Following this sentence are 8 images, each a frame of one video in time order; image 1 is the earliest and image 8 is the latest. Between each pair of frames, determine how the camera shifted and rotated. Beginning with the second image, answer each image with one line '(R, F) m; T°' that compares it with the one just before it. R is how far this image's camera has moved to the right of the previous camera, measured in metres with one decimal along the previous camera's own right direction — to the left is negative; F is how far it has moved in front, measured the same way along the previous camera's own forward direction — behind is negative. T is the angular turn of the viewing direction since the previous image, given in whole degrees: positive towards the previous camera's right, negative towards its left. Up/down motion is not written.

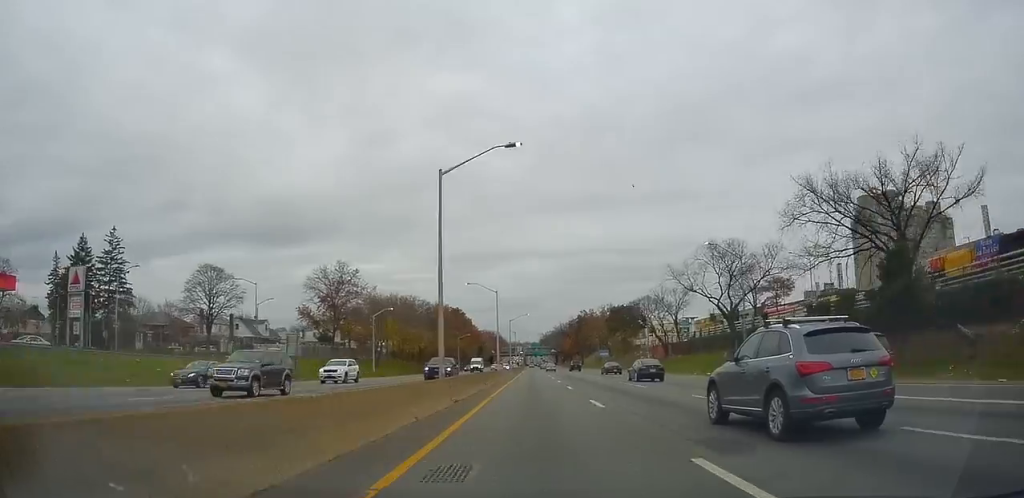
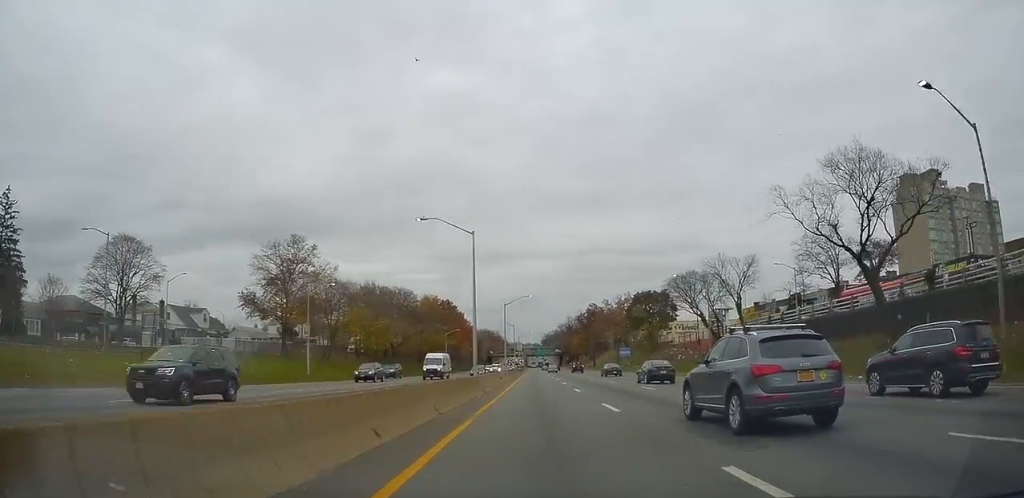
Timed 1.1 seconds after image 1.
(0.0, +25.7) m; 0°
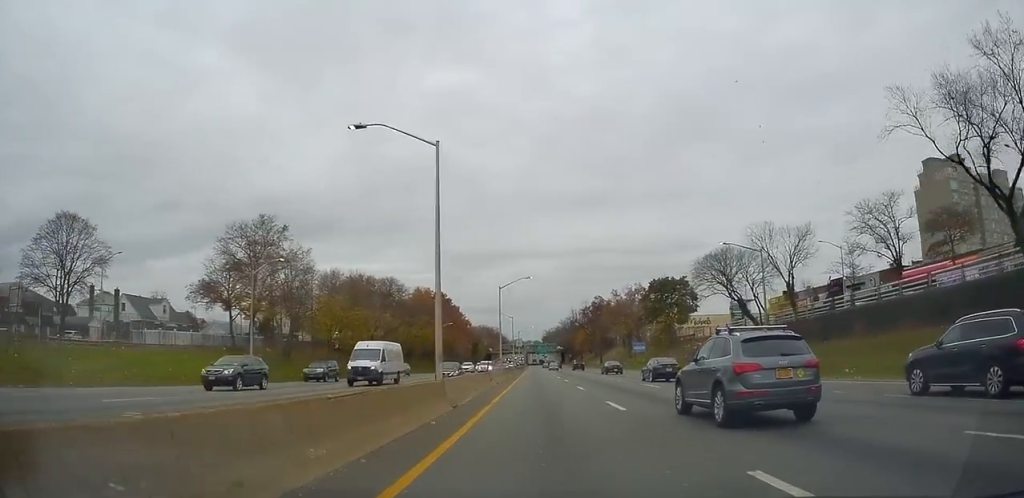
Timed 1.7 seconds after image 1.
(0.0, +12.6) m; 0°
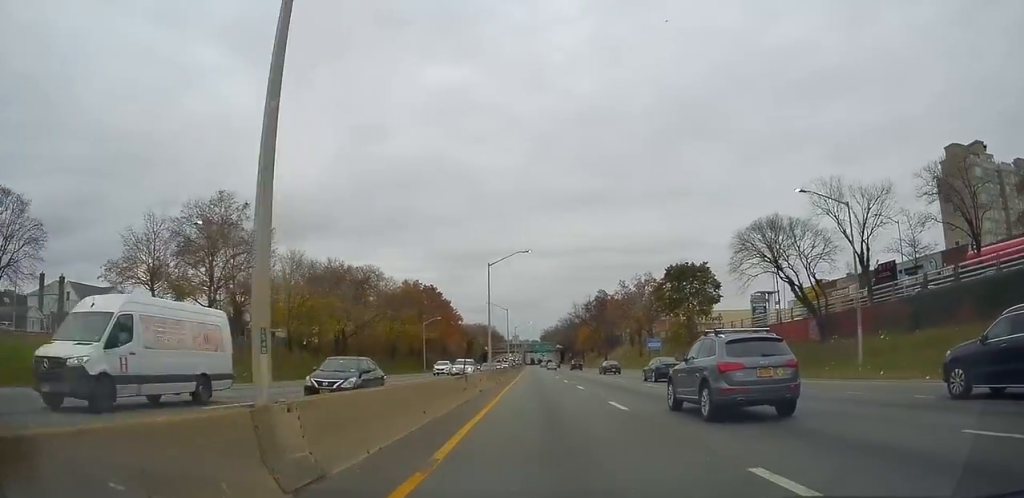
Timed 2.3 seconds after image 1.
(0.0, +12.1) m; 0°
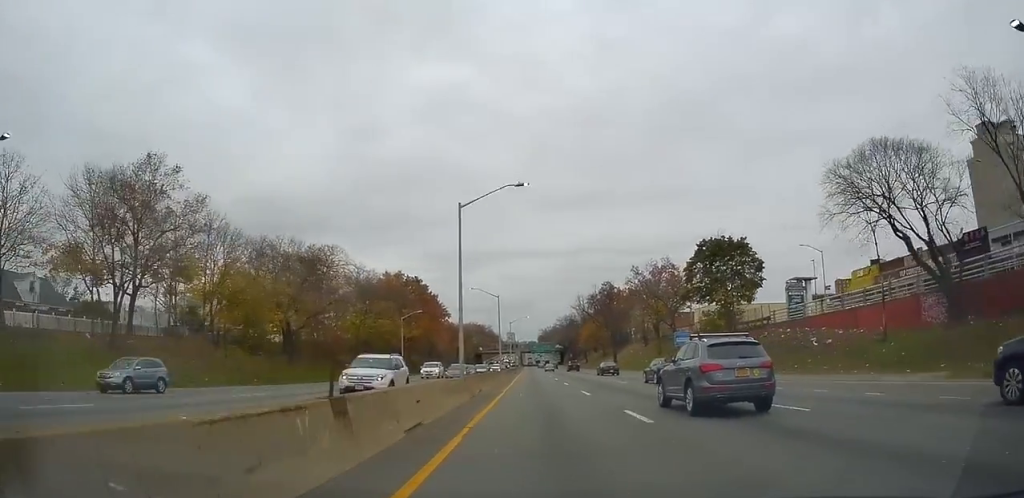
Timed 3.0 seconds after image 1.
(-0.1, +15.7) m; +1°
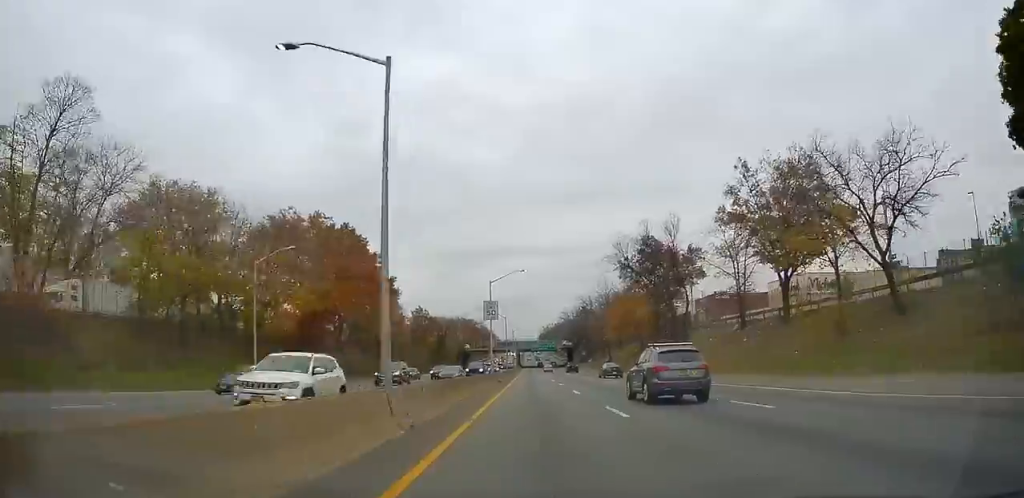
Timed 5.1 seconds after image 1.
(+0.3, +46.8) m; -1°
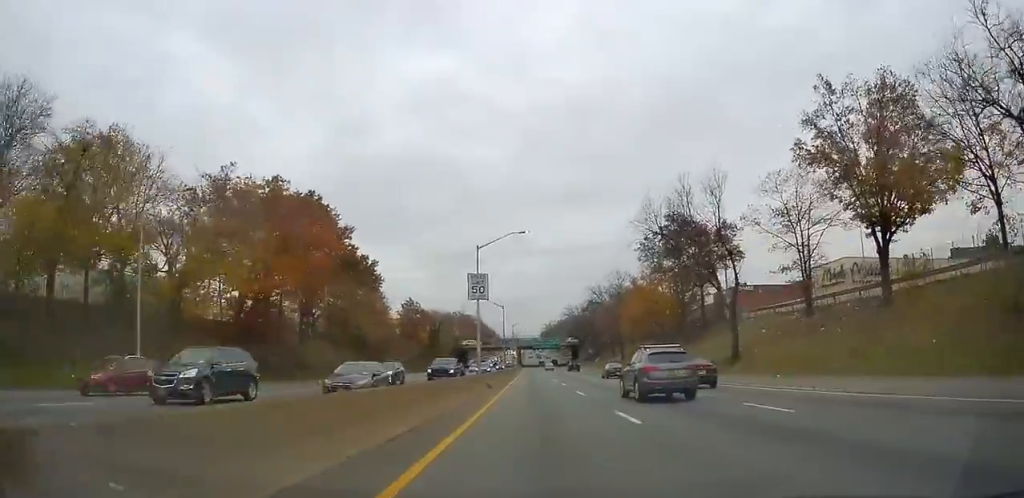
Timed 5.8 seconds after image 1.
(-0.1, +13.4) m; +1°
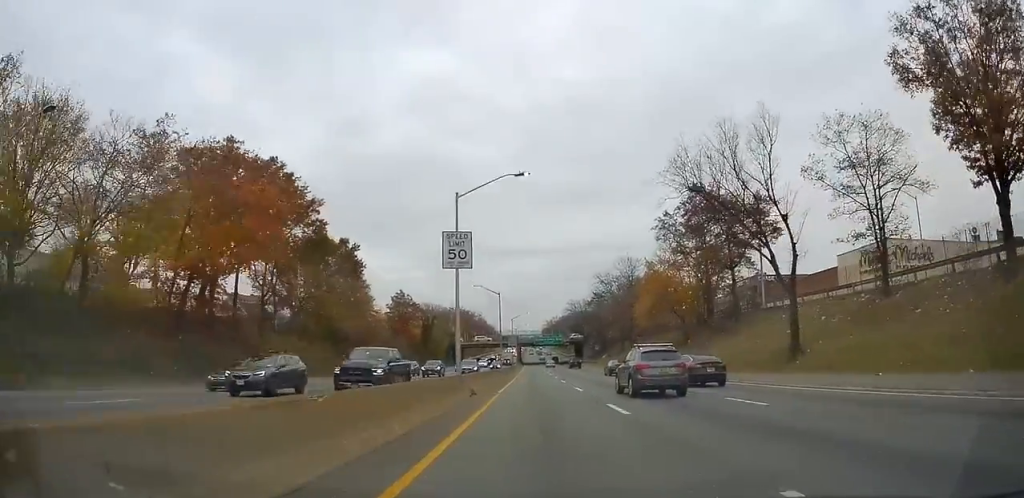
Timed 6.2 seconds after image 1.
(0.0, +10.1) m; 0°
